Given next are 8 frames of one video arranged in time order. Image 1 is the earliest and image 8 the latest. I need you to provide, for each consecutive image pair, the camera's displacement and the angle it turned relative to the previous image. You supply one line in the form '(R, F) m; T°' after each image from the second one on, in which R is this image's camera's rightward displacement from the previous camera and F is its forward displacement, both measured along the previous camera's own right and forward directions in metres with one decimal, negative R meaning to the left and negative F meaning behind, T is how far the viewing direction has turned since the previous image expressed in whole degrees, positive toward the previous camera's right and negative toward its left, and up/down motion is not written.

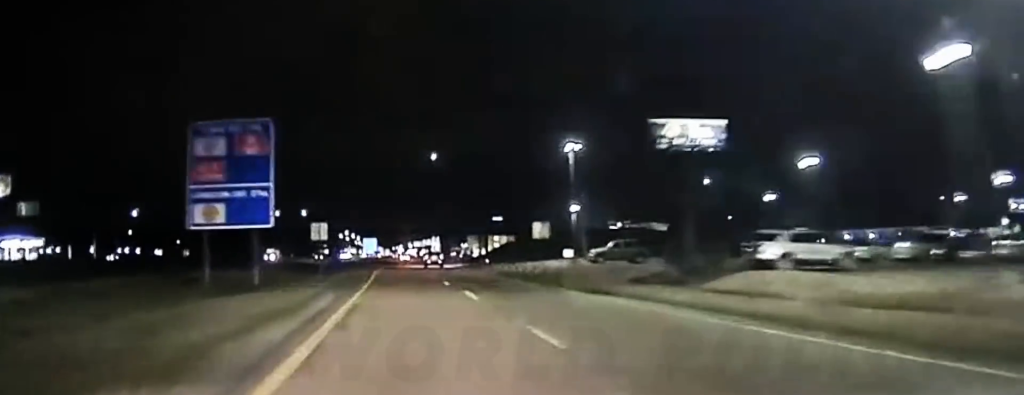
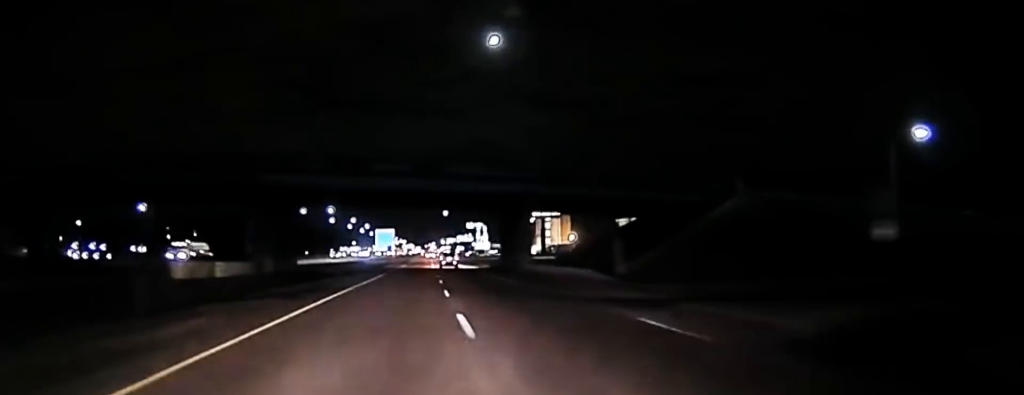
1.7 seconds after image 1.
(-1.5, +78.5) m; -2°
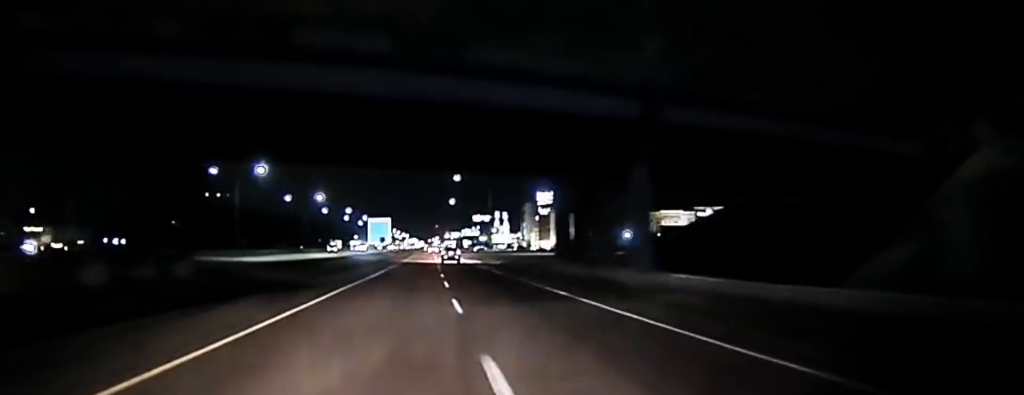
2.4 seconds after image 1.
(-0.1, +32.5) m; 0°
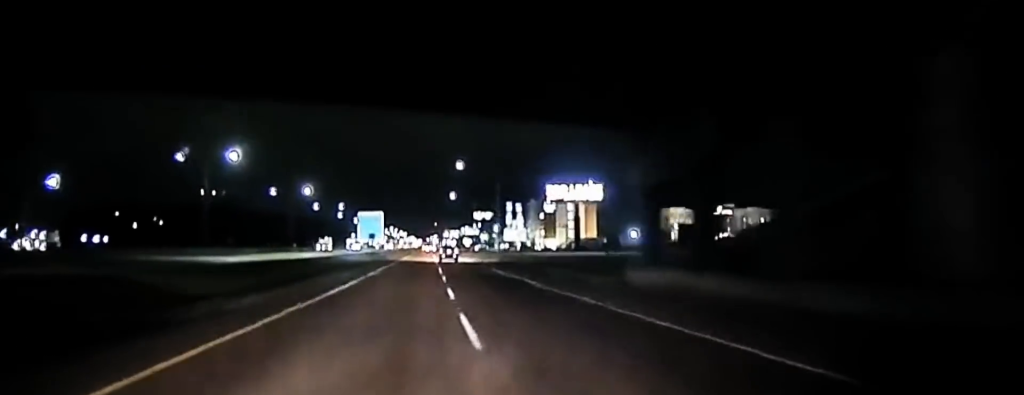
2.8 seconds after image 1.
(0.0, +18.0) m; 0°
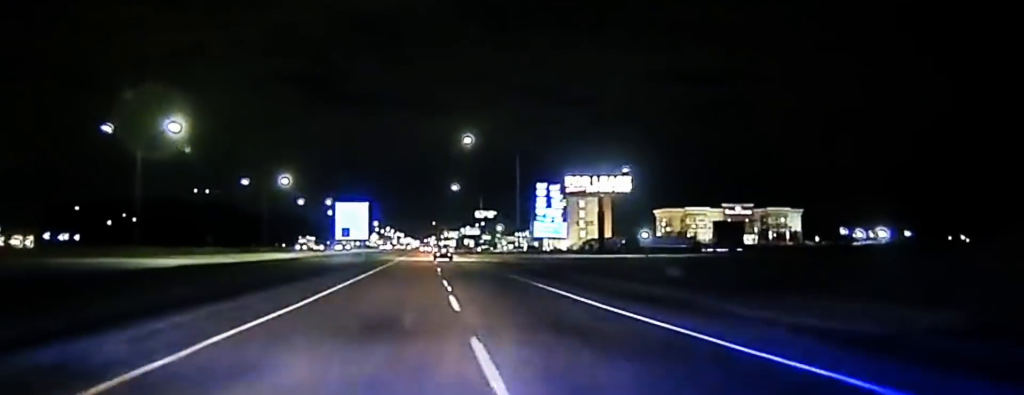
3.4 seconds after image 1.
(-0.1, +26.8) m; 0°
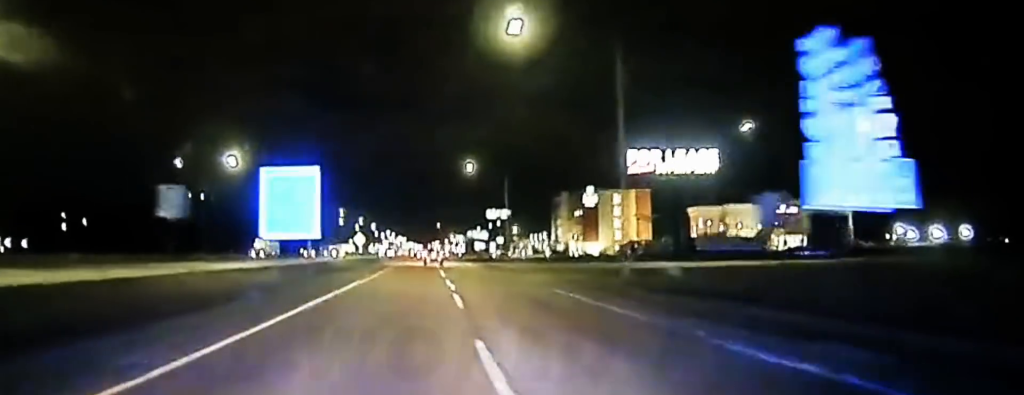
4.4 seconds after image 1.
(+0.2, +44.6) m; 0°
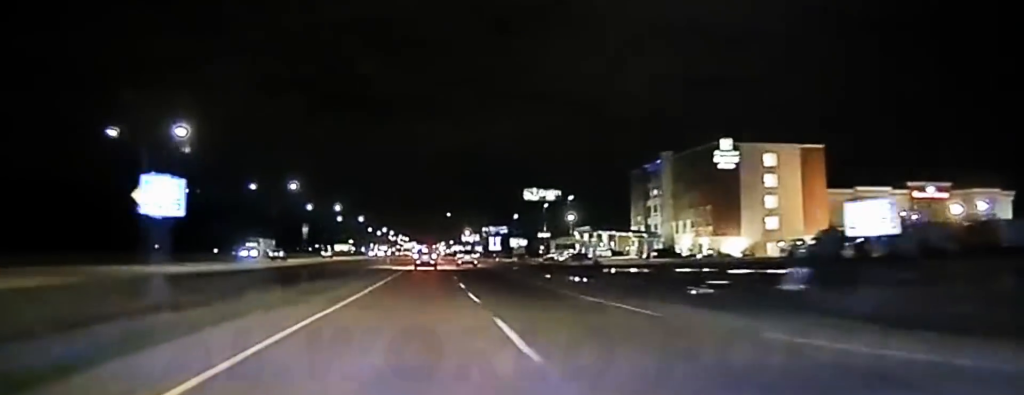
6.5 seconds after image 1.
(-0.4, +113.1) m; 0°
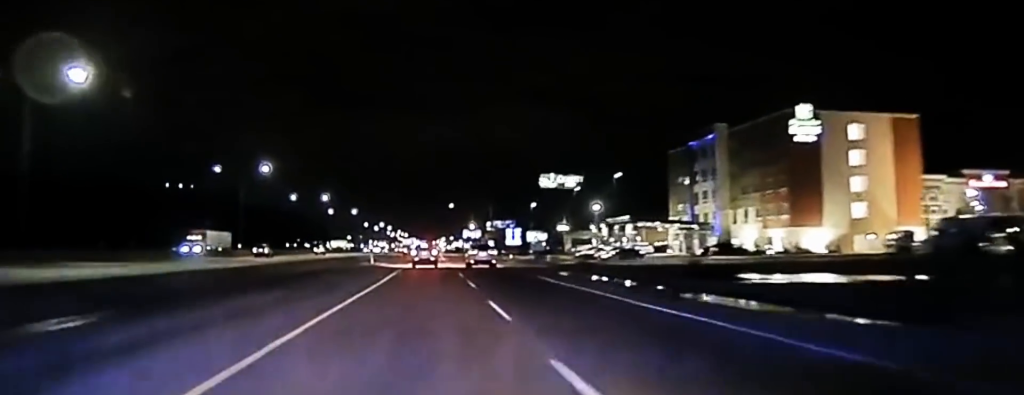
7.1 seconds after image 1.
(0.0, +29.1) m; 0°
